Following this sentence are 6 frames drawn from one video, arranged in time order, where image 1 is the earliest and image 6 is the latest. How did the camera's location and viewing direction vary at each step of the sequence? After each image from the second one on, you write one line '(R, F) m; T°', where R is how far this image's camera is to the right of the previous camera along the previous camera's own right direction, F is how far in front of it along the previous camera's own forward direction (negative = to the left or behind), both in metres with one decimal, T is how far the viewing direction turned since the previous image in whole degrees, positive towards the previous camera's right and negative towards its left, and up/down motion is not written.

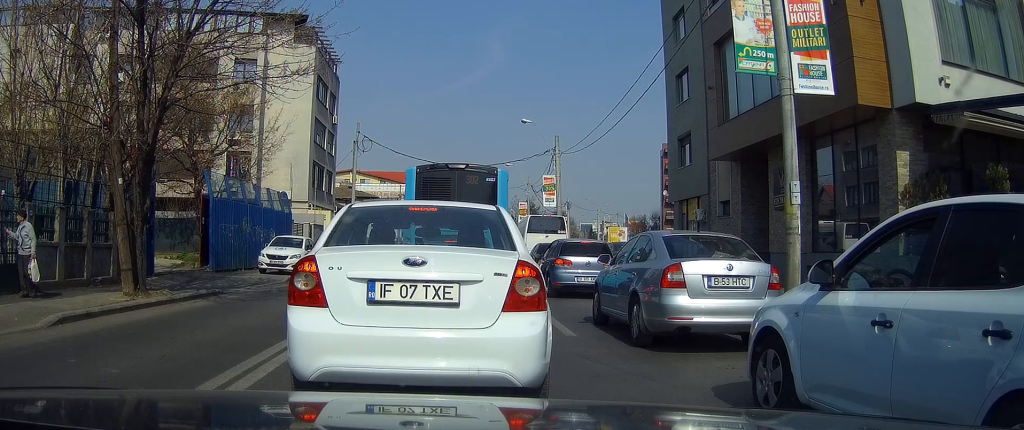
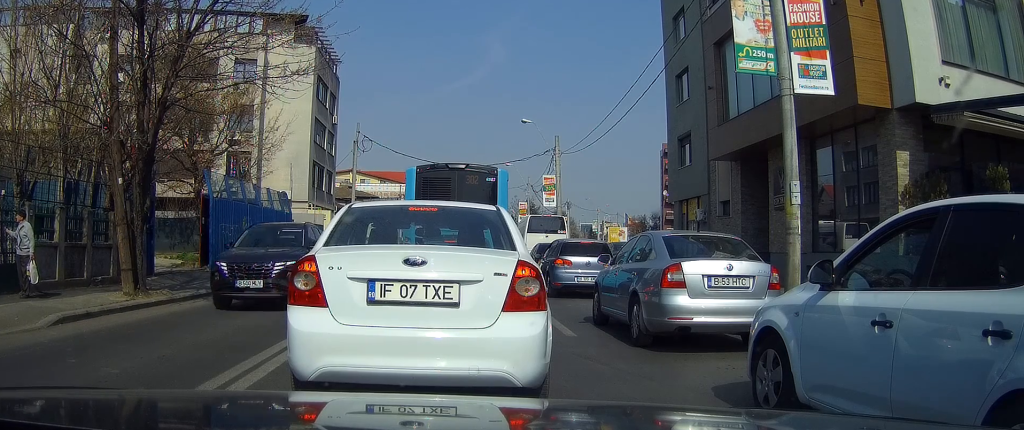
(0.0, 0.0) m; 0°
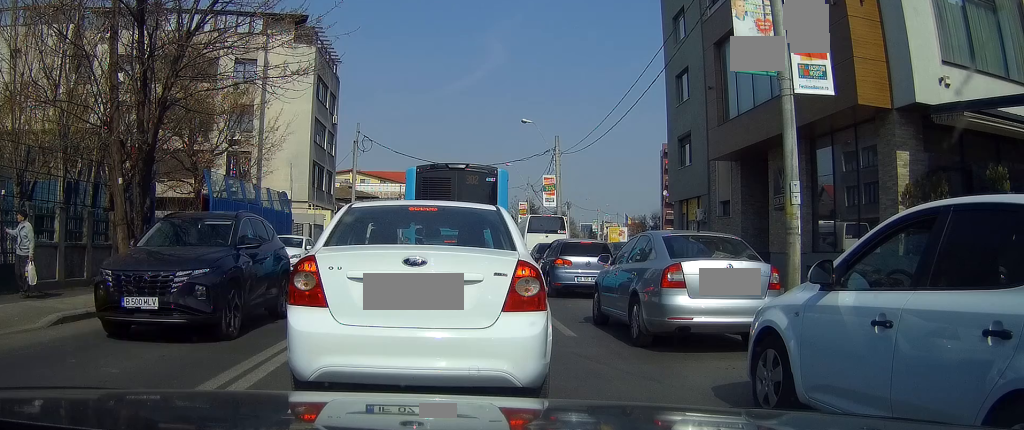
(0.0, 0.0) m; 0°
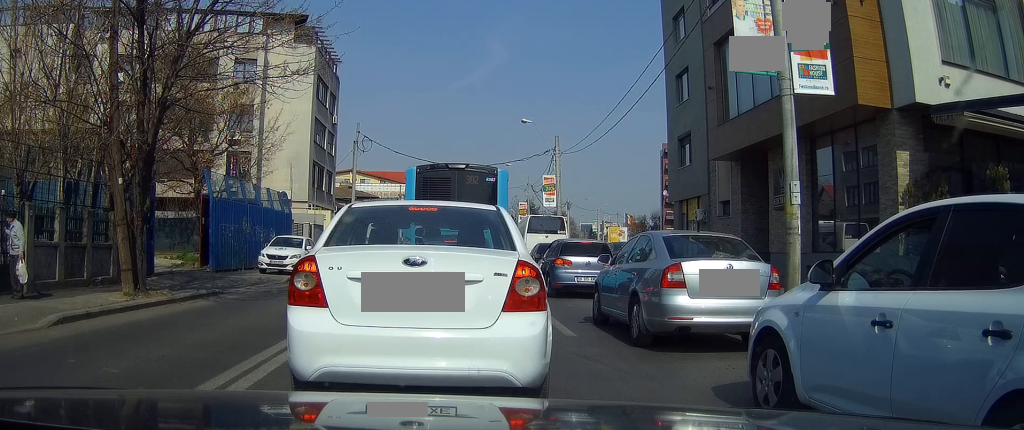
(0.0, 0.0) m; 0°
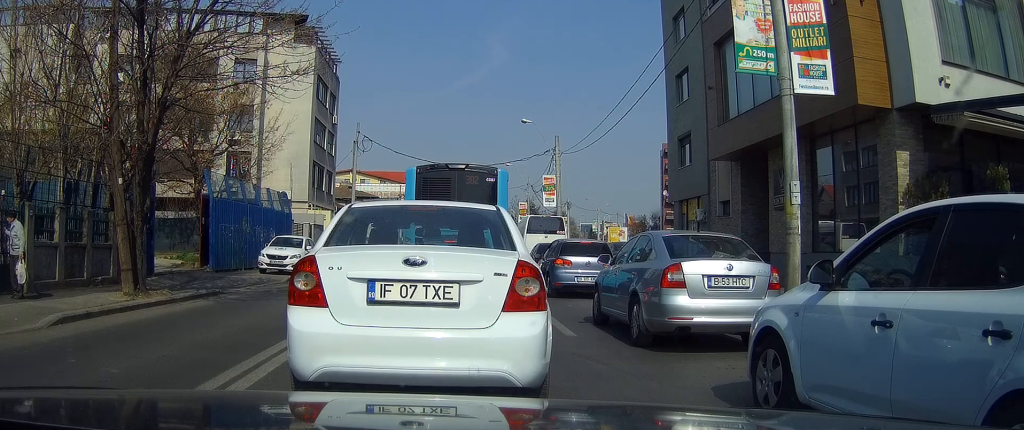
(0.0, 0.0) m; 0°
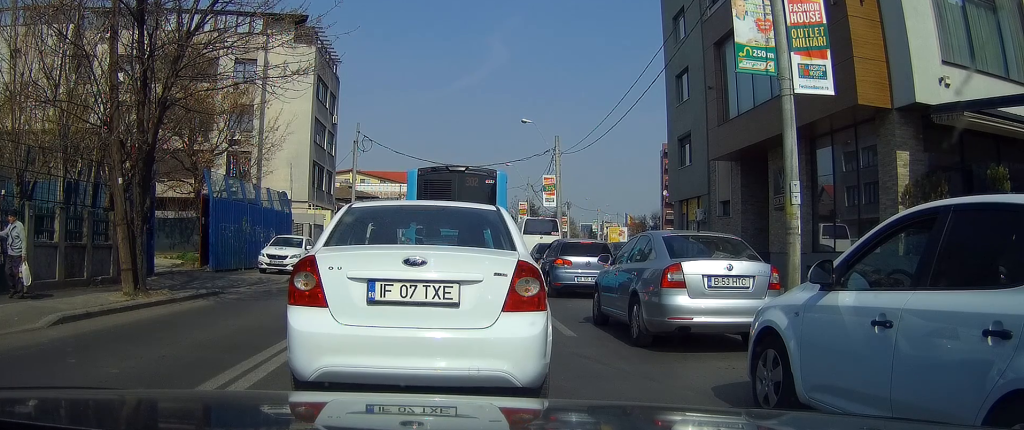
(0.0, 0.0) m; 0°
